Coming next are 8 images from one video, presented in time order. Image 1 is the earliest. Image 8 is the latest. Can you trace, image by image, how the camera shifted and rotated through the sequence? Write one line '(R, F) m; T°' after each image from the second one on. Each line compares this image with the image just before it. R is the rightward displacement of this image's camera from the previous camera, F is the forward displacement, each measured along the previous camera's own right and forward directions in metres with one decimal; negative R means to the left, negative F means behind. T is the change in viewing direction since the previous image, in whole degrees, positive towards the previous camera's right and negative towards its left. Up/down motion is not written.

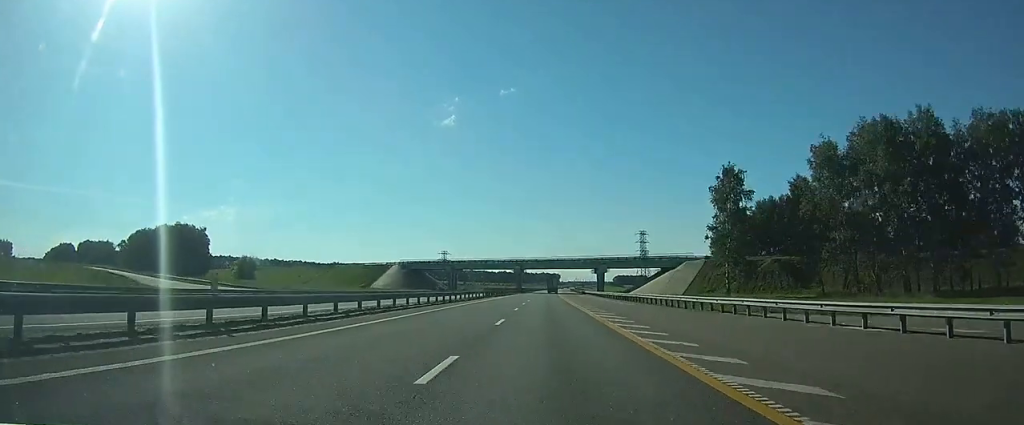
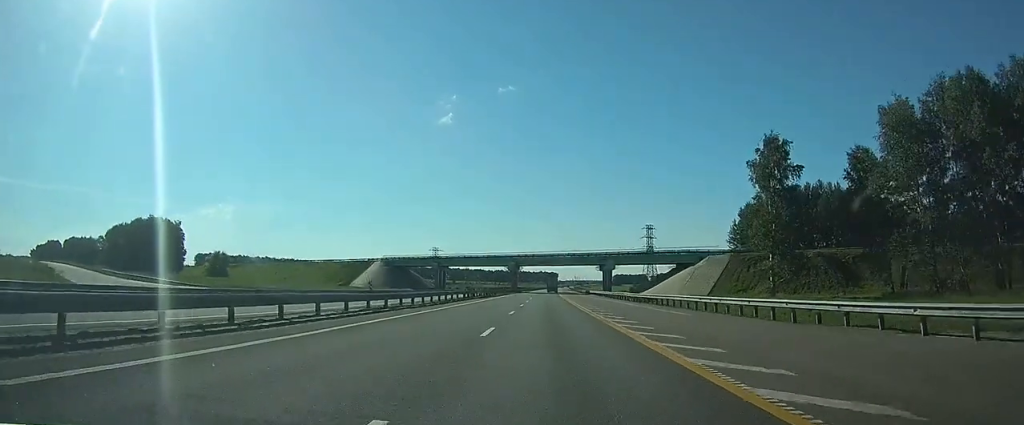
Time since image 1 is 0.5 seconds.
(+0.1, +16.8) m; 0°
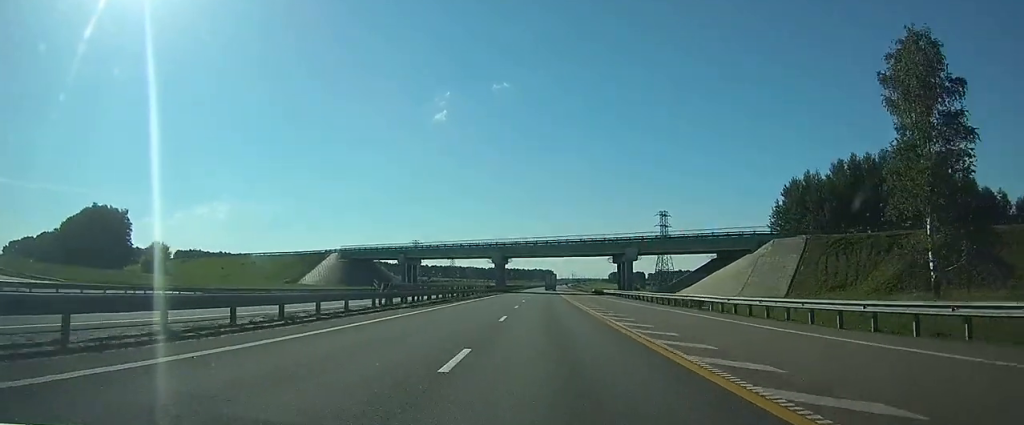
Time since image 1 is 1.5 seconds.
(0.0, +29.5) m; 0°
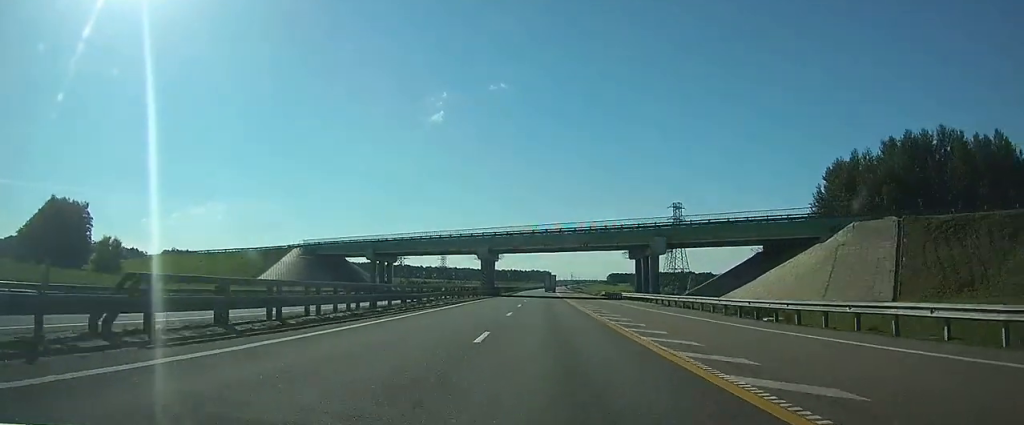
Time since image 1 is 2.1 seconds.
(0.0, +19.0) m; 0°
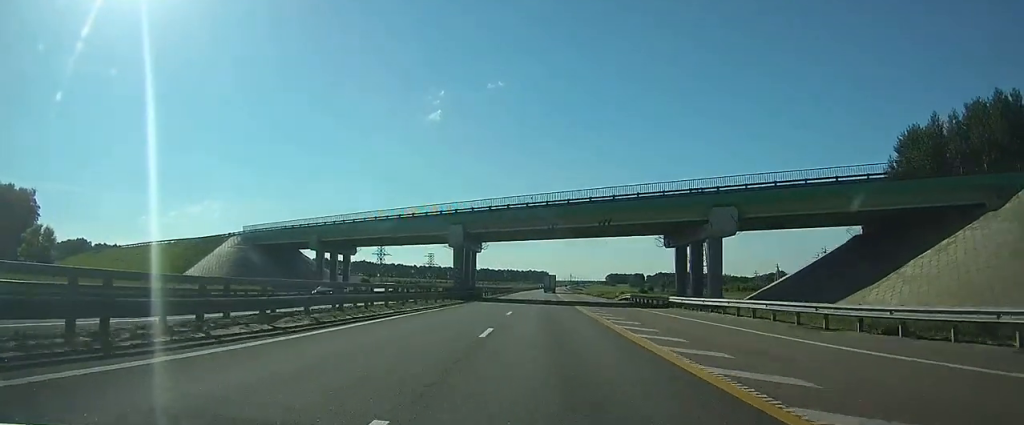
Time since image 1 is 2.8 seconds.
(0.0, +22.3) m; 0°
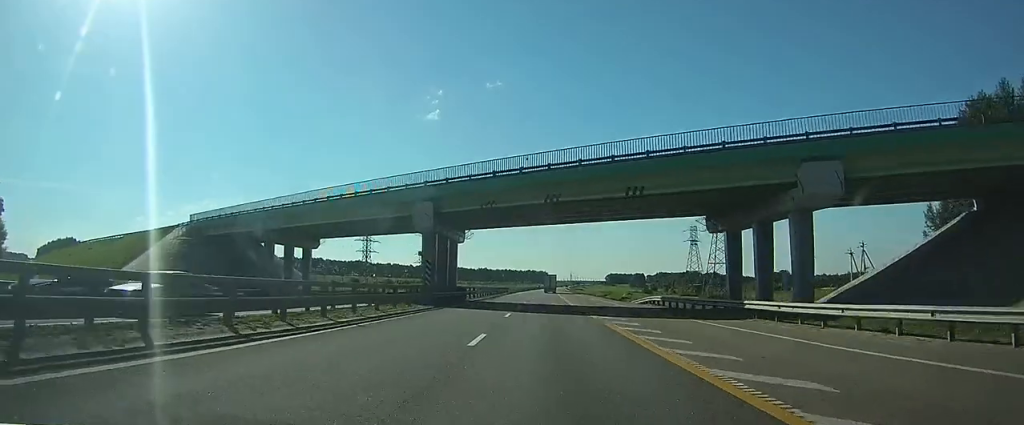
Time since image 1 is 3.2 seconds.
(0.0, +13.9) m; 0°
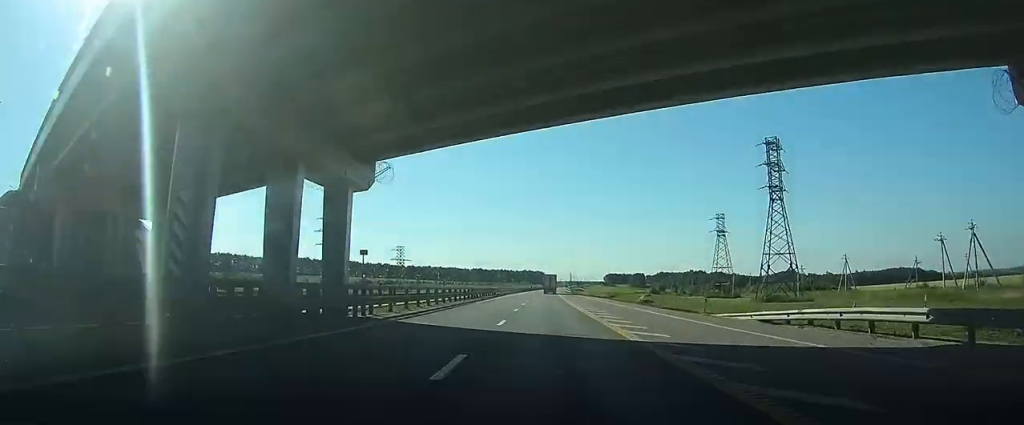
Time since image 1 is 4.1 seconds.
(+0.1, +27.9) m; 0°
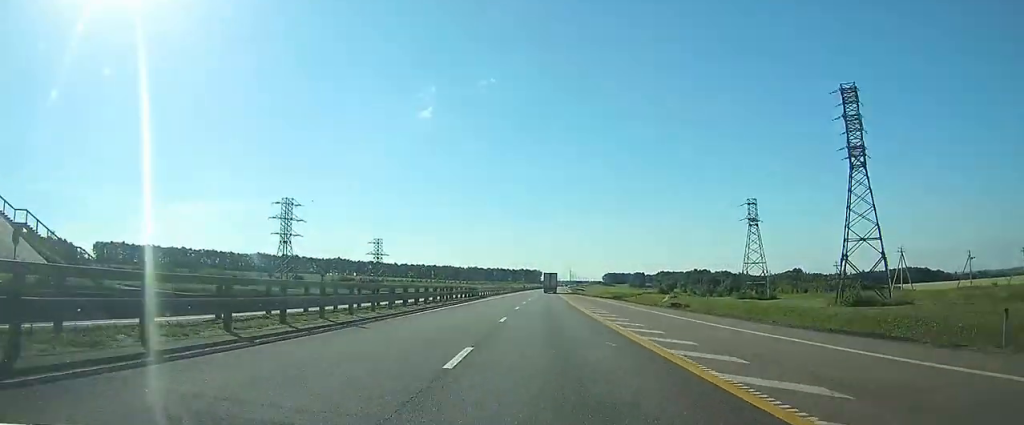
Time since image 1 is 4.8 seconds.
(0.0, +22.7) m; 0°
